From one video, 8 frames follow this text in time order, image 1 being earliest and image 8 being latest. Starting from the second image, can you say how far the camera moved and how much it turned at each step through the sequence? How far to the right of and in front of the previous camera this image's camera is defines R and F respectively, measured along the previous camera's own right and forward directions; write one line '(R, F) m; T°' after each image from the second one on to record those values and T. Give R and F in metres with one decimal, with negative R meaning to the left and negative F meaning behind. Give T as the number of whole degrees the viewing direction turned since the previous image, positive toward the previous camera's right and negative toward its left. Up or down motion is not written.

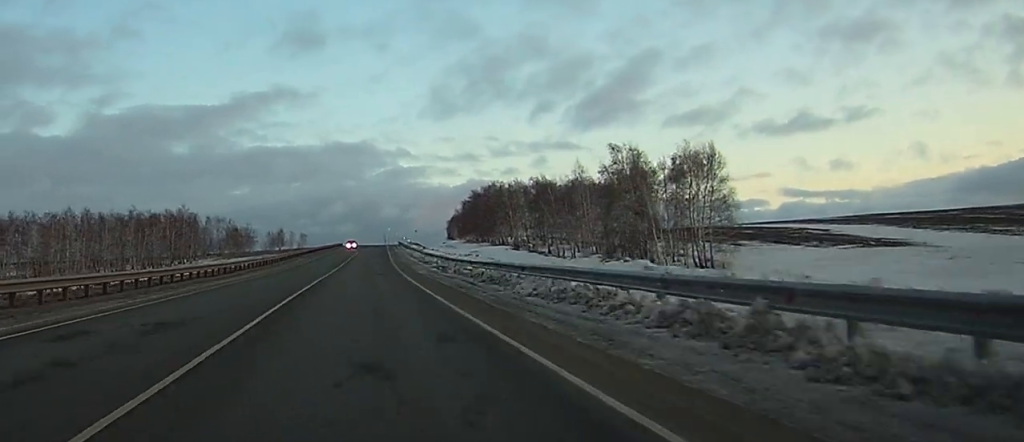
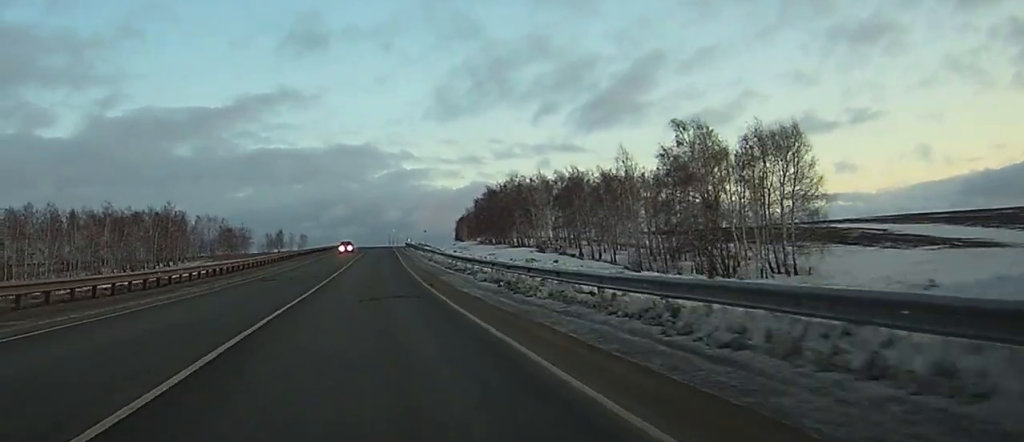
(-0.1, +20.5) m; -1°
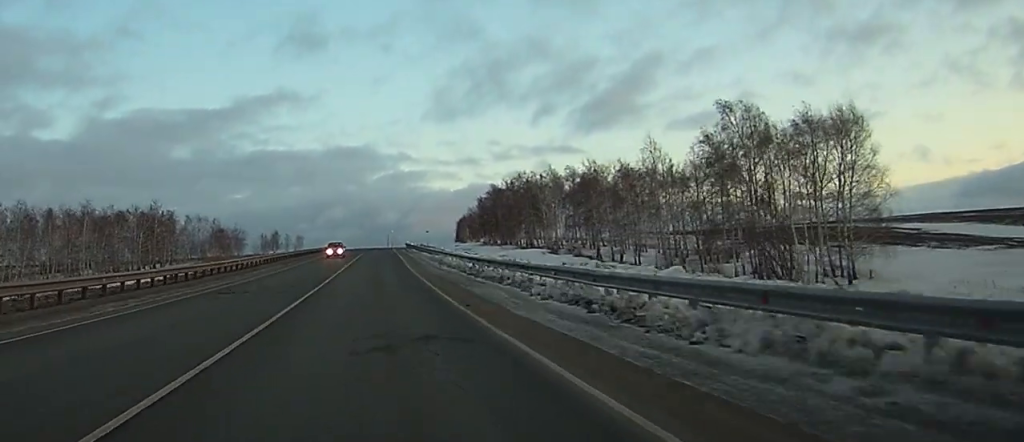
(-0.1, +11.4) m; 0°
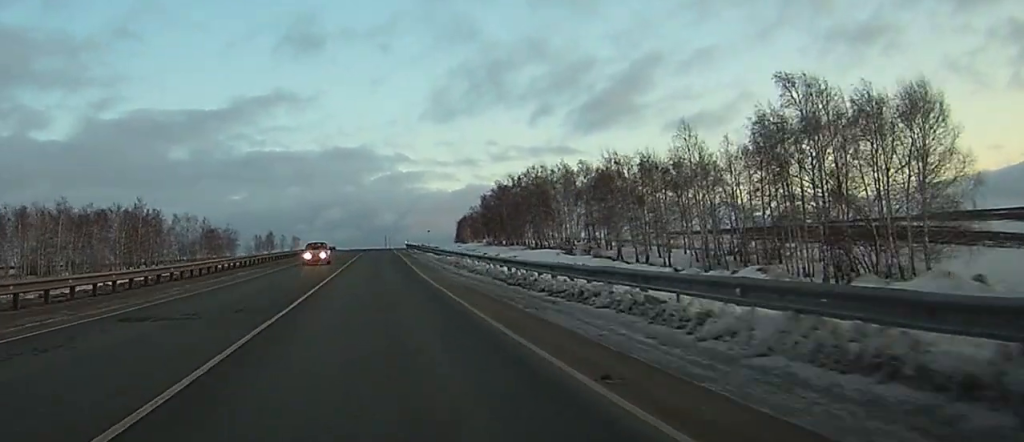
(-0.1, +11.3) m; 0°
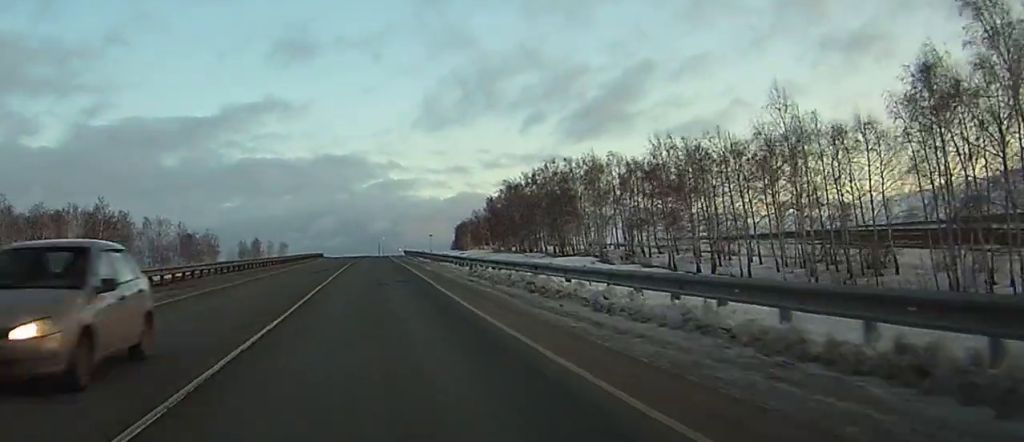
(0.0, +21.5) m; 0°
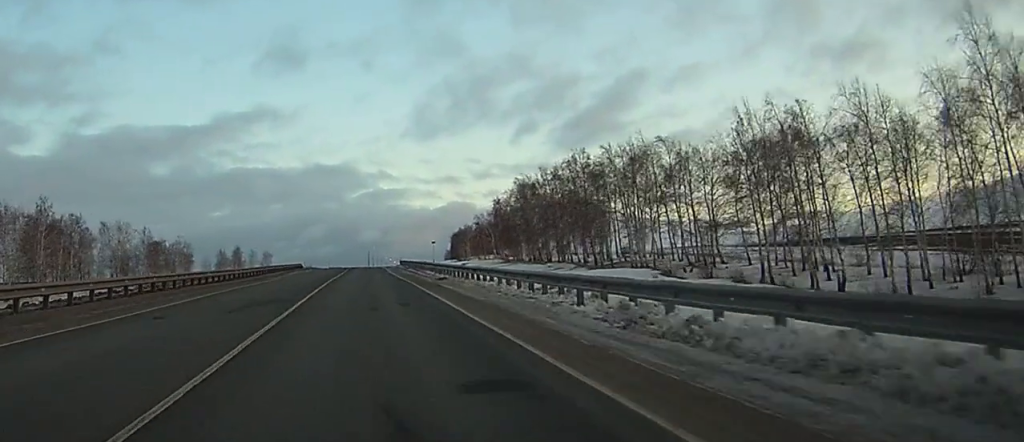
(+0.1, +23.9) m; 0°
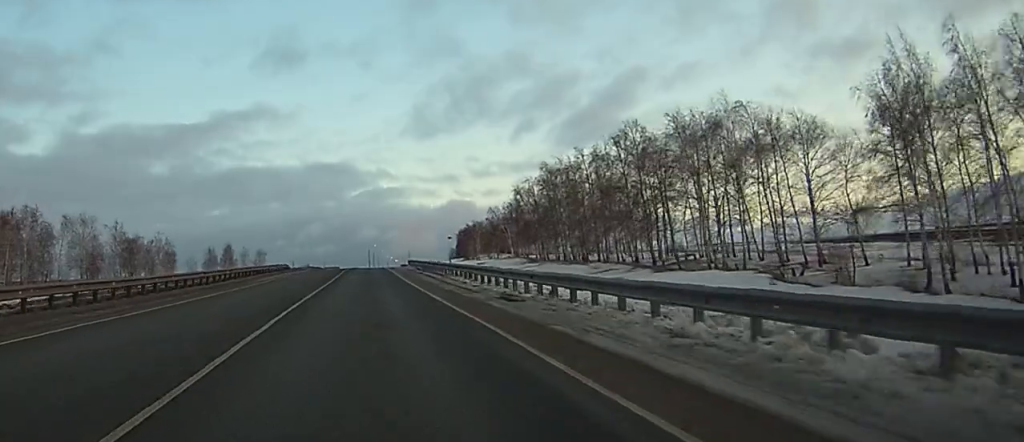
(+0.1, +21.2) m; +1°
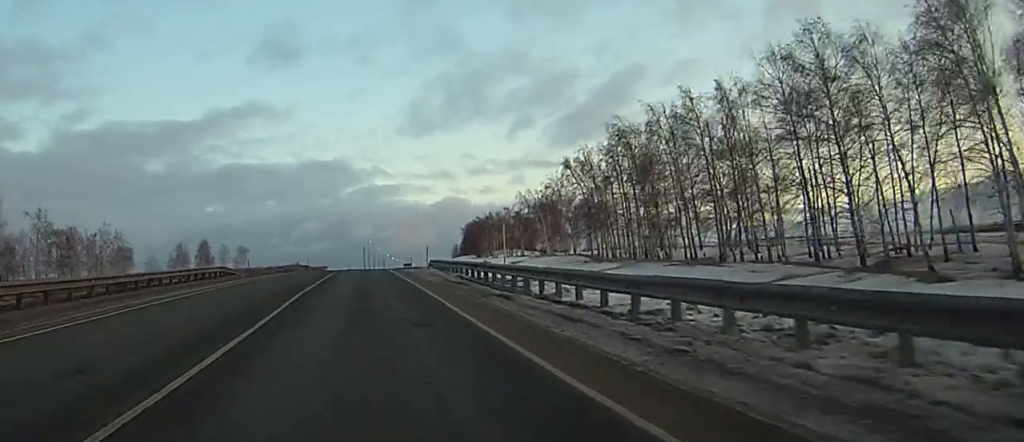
(+0.3, +37.2) m; +1°
